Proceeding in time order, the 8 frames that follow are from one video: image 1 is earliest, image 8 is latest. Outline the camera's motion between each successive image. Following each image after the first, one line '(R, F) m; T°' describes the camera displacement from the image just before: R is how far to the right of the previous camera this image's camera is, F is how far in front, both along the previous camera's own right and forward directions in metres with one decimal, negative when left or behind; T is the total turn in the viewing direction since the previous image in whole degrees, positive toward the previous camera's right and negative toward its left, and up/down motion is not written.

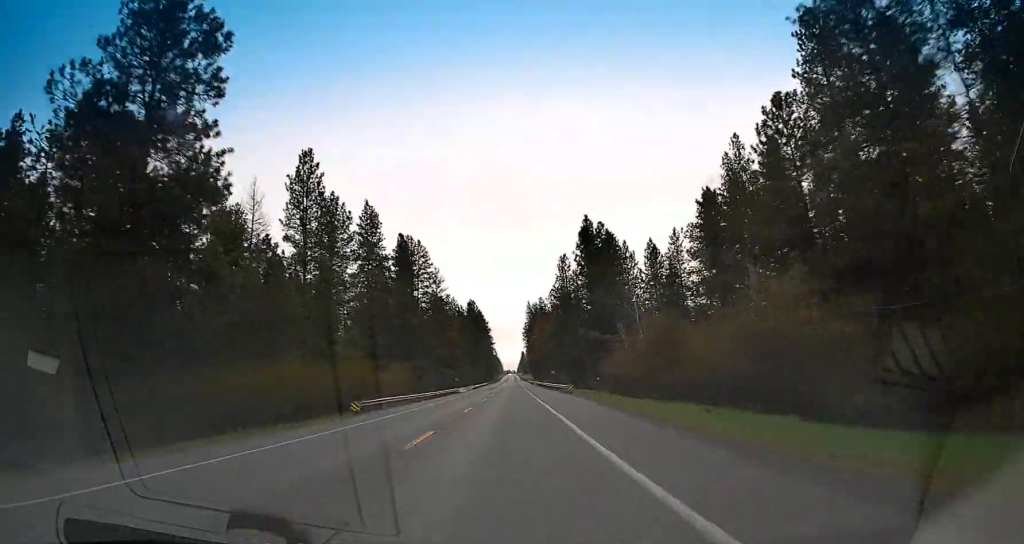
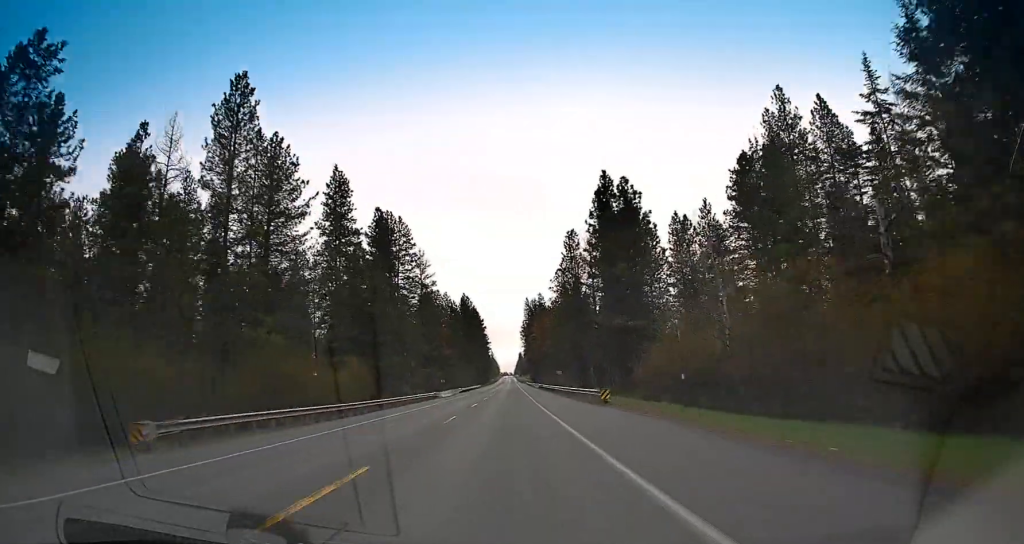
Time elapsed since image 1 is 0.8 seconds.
(-0.3, +22.4) m; -1°
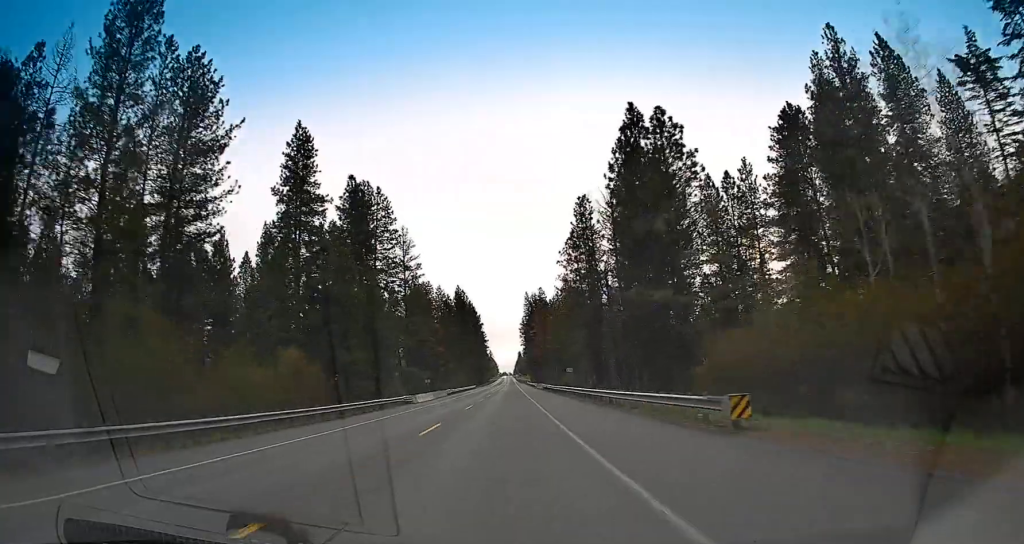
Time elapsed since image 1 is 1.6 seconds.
(-0.1, +19.8) m; 0°
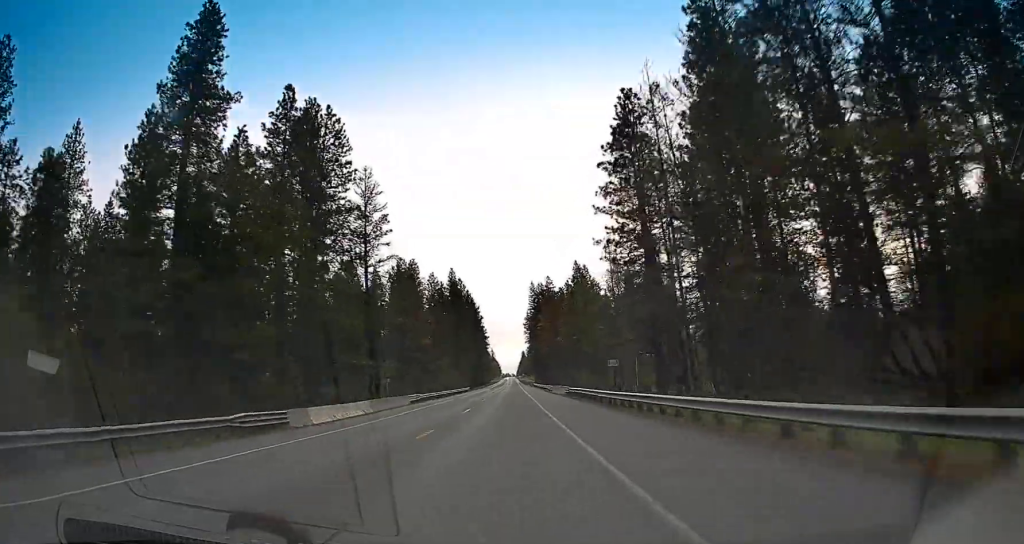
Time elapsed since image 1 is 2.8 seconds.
(+0.5, +33.3) m; +1°
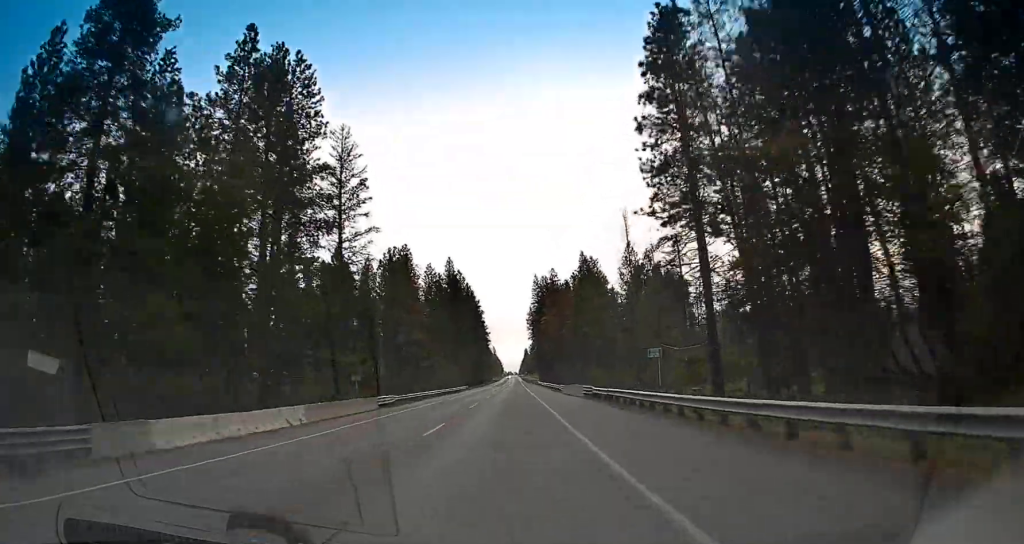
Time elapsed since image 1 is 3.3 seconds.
(0.0, +13.5) m; 0°
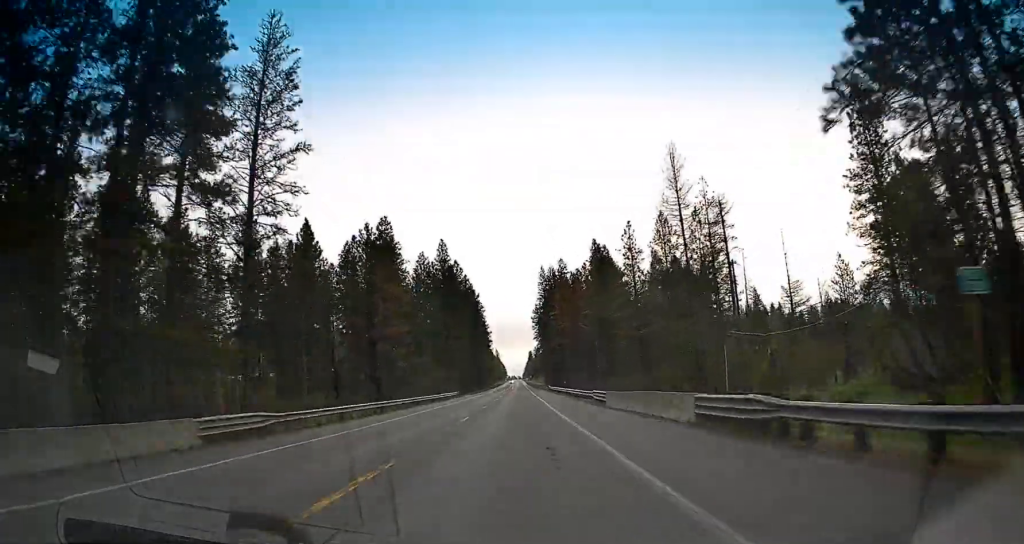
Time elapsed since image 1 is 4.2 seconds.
(0.0, +25.2) m; -2°
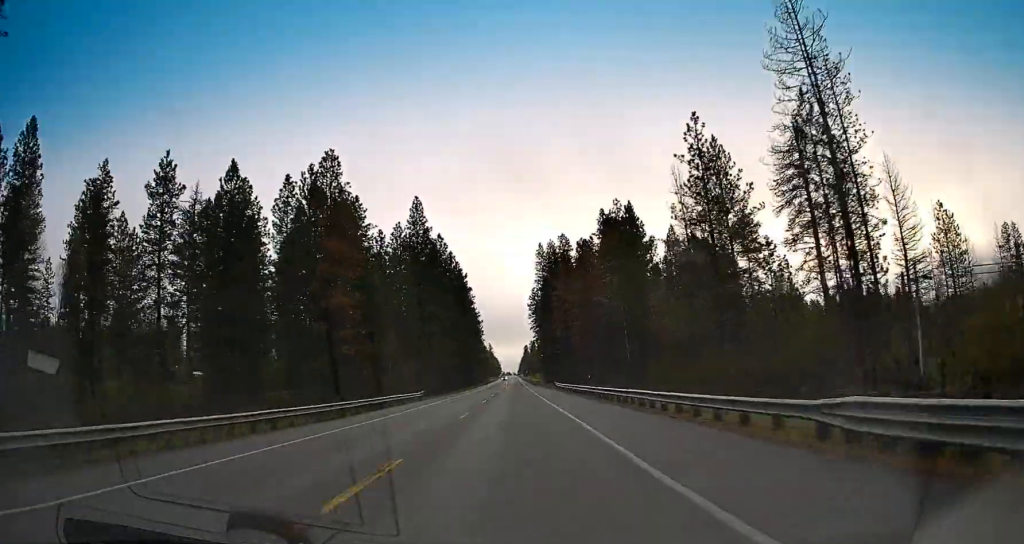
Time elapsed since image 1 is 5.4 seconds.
(-0.8, +30.8) m; 0°
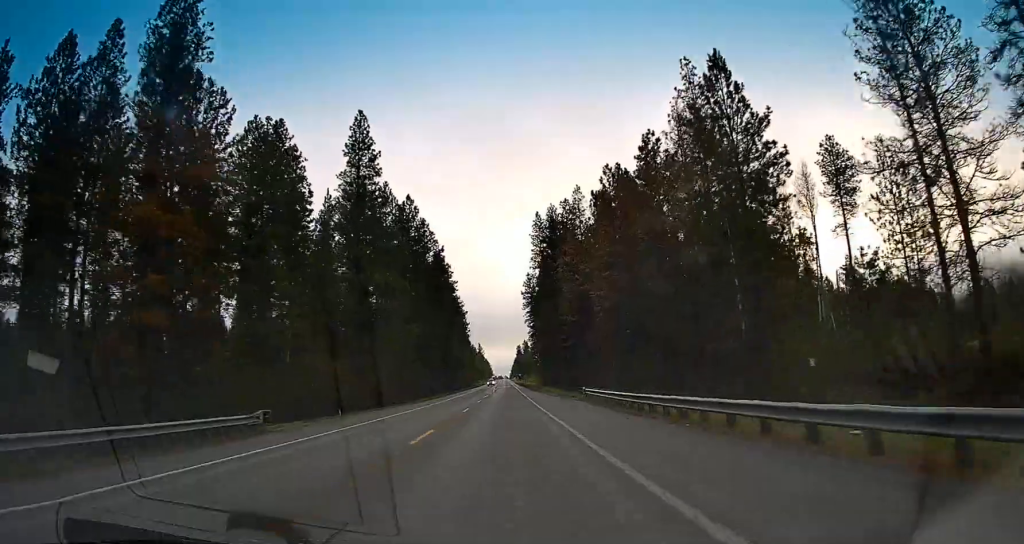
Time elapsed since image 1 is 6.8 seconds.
(+0.8, +39.1) m; +1°
